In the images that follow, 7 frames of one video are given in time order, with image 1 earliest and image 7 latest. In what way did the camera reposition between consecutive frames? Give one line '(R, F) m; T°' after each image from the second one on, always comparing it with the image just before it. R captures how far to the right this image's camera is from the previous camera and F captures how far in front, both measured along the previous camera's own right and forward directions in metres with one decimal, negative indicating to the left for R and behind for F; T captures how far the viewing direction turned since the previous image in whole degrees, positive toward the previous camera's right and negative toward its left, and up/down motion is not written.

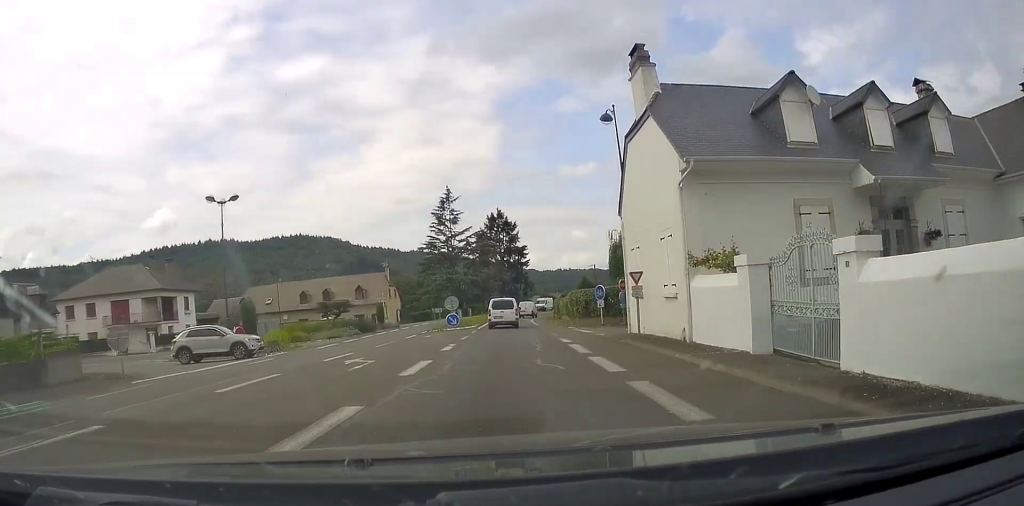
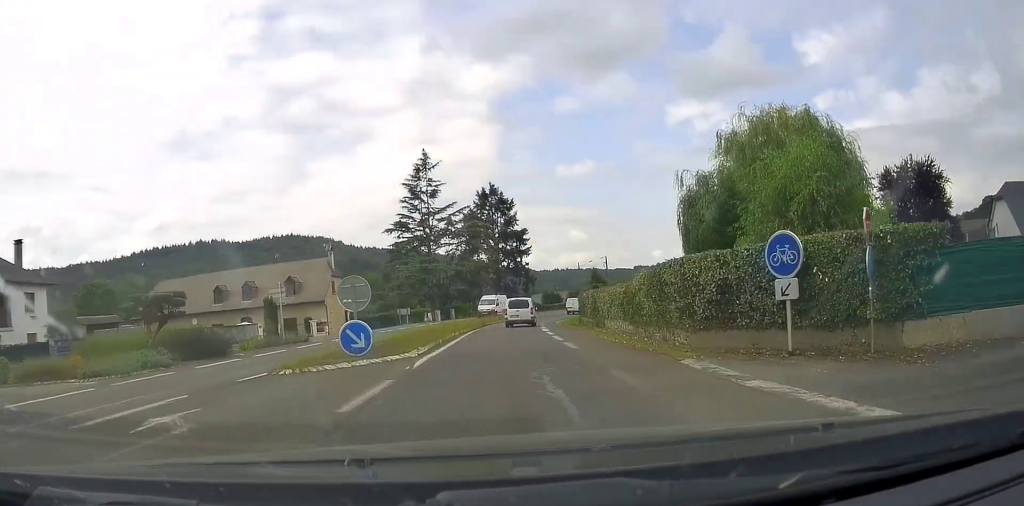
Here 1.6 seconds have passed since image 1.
(+0.2, +23.9) m; 0°
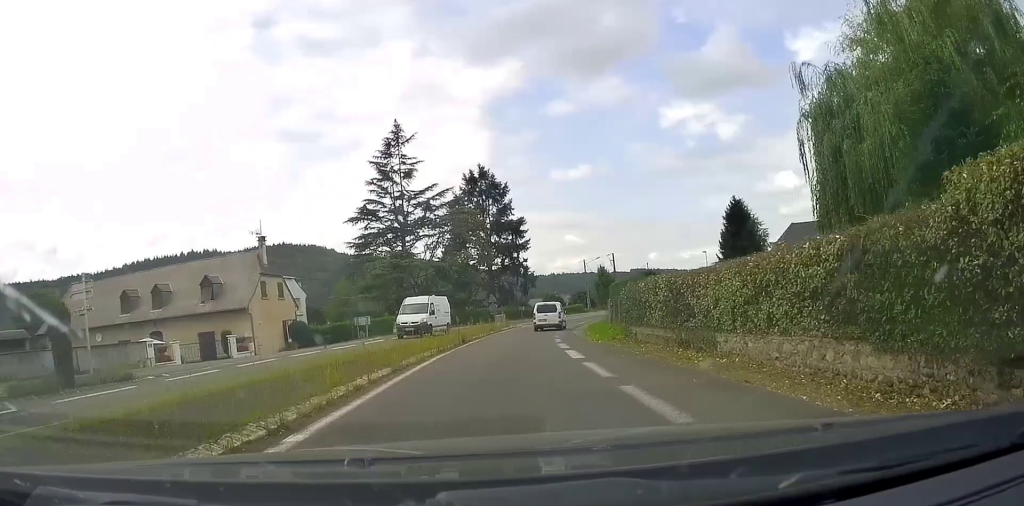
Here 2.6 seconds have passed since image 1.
(-0.2, +14.7) m; 0°
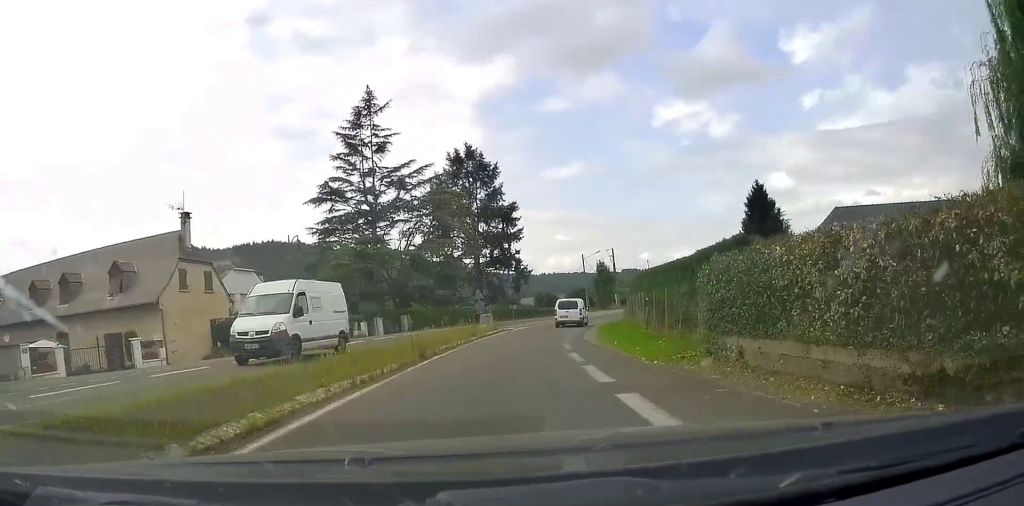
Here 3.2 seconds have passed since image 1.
(+0.2, +9.3) m; 0°
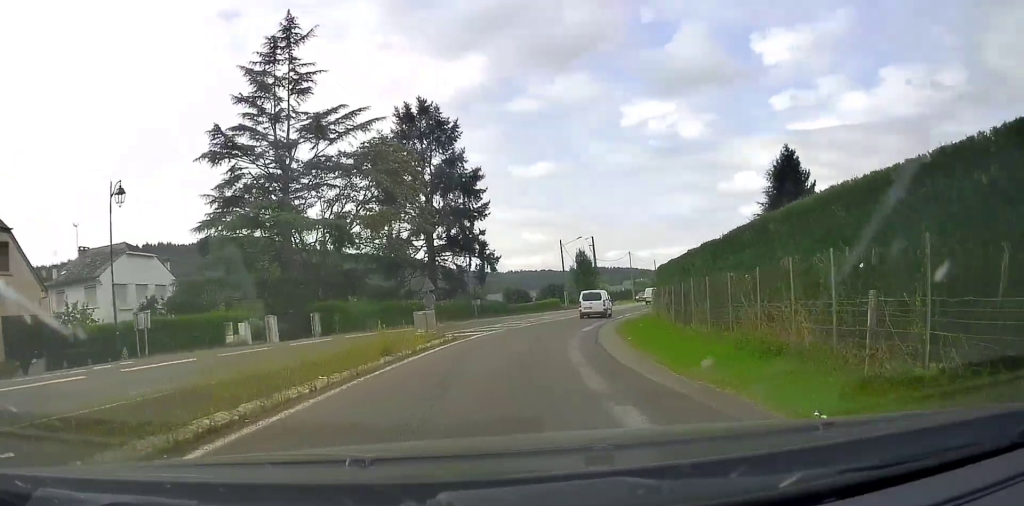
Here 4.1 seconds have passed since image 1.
(-0.2, +13.8) m; 0°
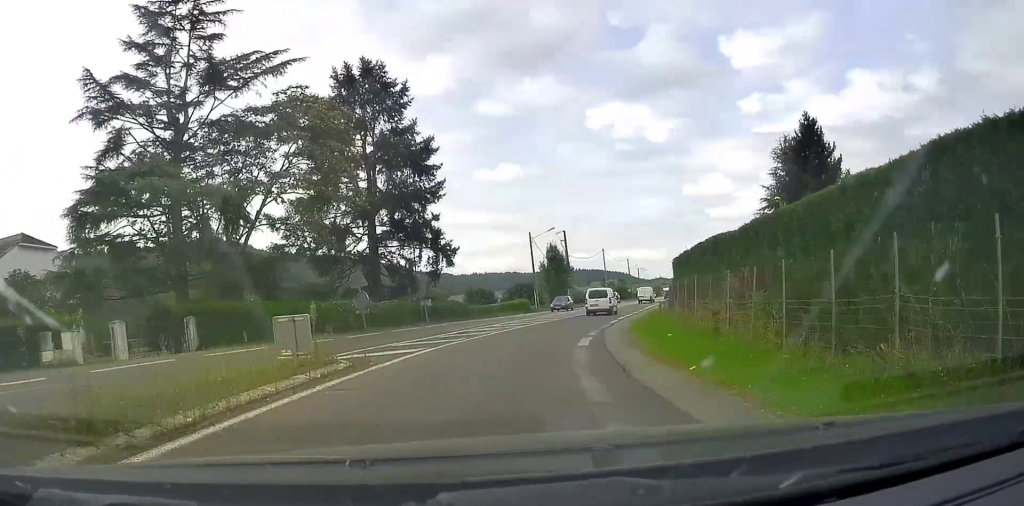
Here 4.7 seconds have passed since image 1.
(+0.1, +9.3) m; +2°
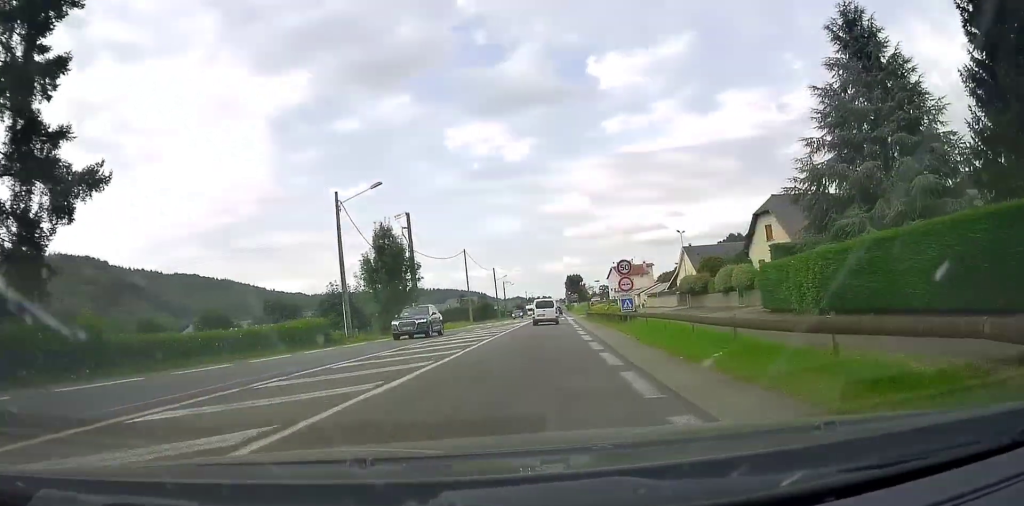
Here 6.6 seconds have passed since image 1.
(+2.1, +29.1) m; +9°
